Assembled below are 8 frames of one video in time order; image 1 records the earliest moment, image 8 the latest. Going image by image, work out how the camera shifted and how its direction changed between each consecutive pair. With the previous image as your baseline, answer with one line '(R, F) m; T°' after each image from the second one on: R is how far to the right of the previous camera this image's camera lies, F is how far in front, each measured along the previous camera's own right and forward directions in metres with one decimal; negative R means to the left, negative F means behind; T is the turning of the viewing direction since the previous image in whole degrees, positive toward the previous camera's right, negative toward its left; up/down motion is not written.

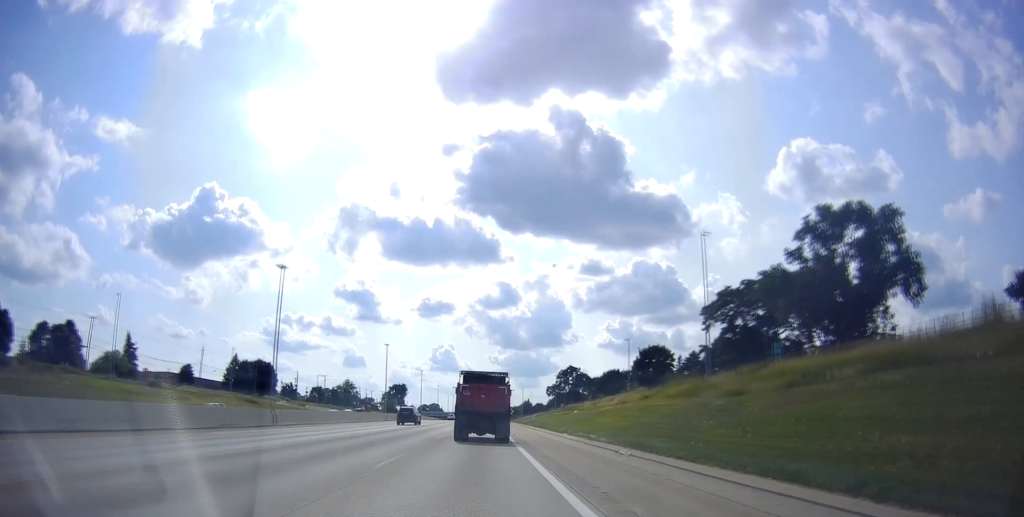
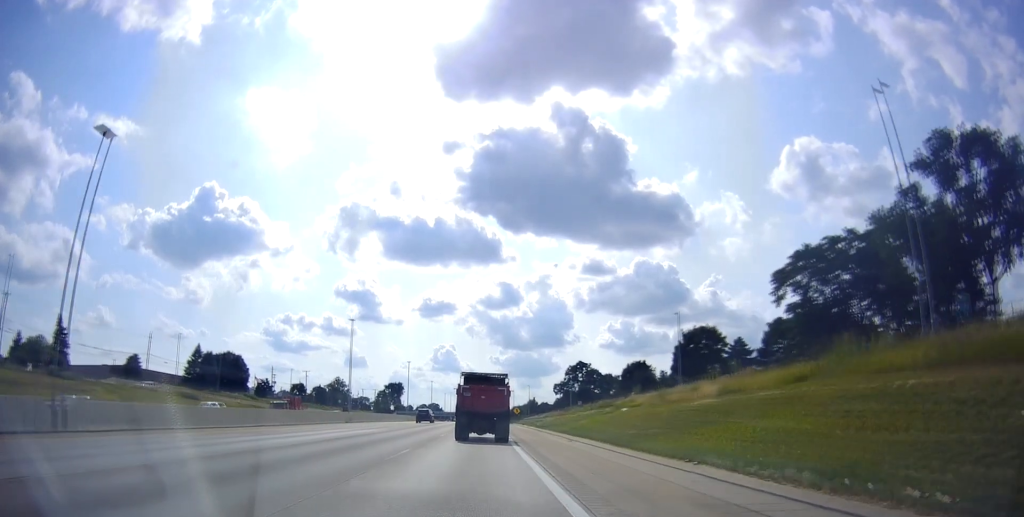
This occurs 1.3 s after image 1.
(+0.1, +27.5) m; -1°
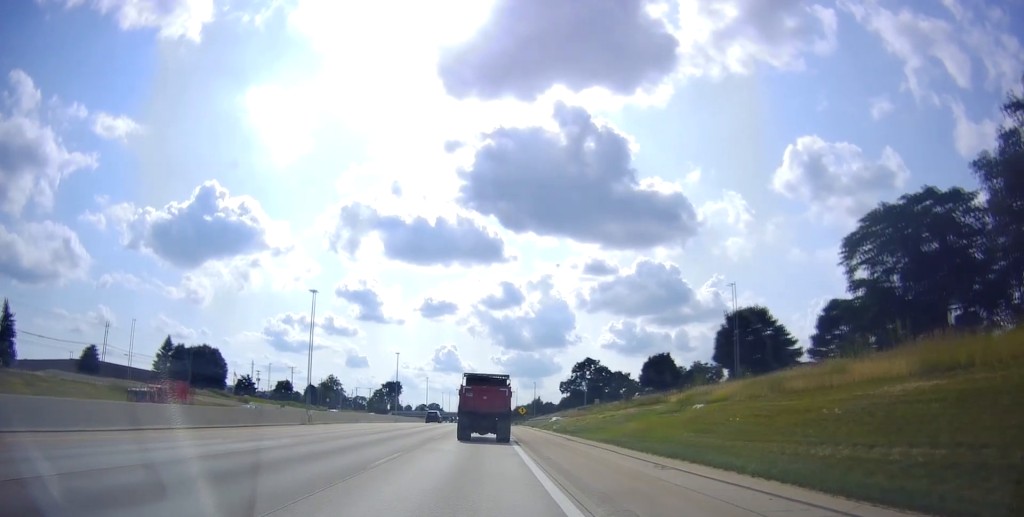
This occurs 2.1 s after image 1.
(-0.2, +17.9) m; 0°
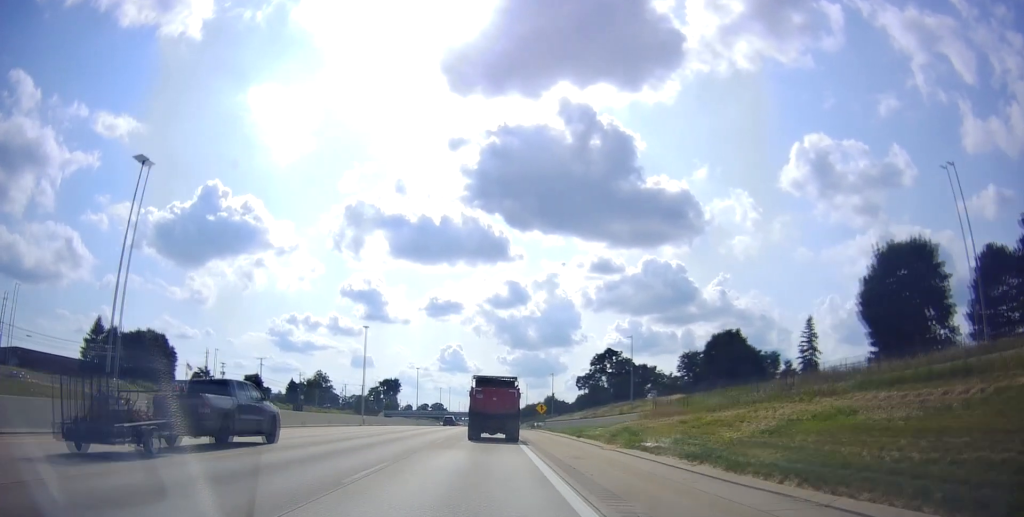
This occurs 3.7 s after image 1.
(+0.7, +33.5) m; +2°
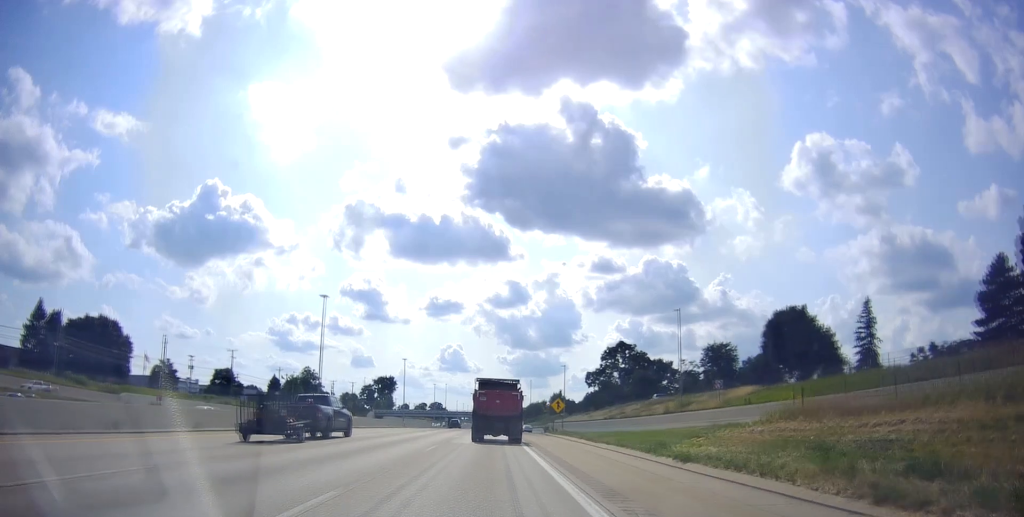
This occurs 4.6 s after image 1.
(0.0, +20.7) m; -1°
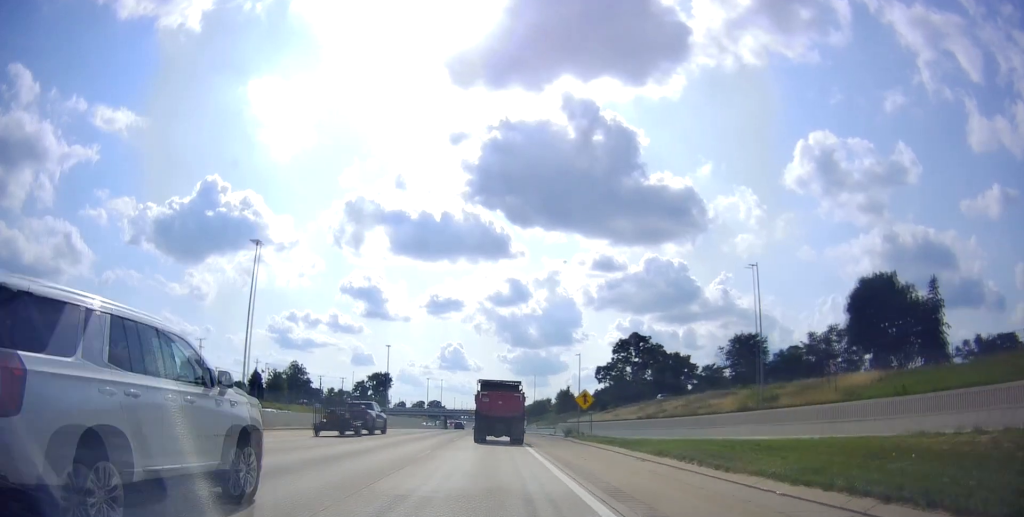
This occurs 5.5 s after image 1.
(-0.4, +18.6) m; -1°
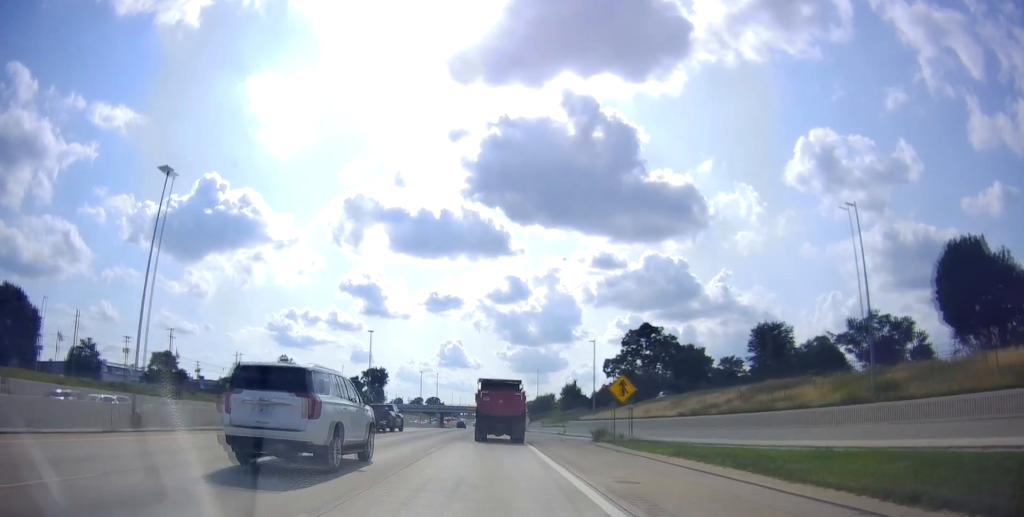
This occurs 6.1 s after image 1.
(-0.1, +13.7) m; 0°
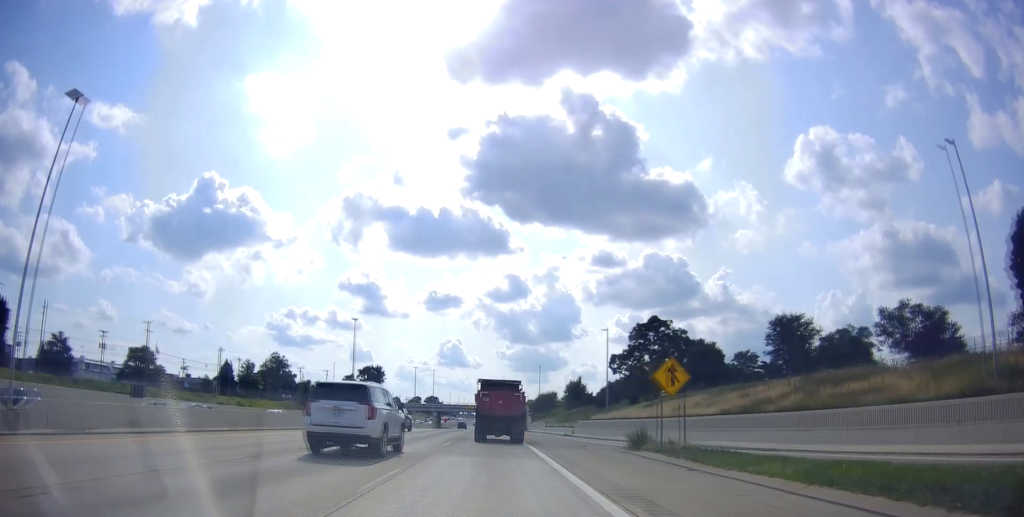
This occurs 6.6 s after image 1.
(0.0, +9.4) m; 0°
